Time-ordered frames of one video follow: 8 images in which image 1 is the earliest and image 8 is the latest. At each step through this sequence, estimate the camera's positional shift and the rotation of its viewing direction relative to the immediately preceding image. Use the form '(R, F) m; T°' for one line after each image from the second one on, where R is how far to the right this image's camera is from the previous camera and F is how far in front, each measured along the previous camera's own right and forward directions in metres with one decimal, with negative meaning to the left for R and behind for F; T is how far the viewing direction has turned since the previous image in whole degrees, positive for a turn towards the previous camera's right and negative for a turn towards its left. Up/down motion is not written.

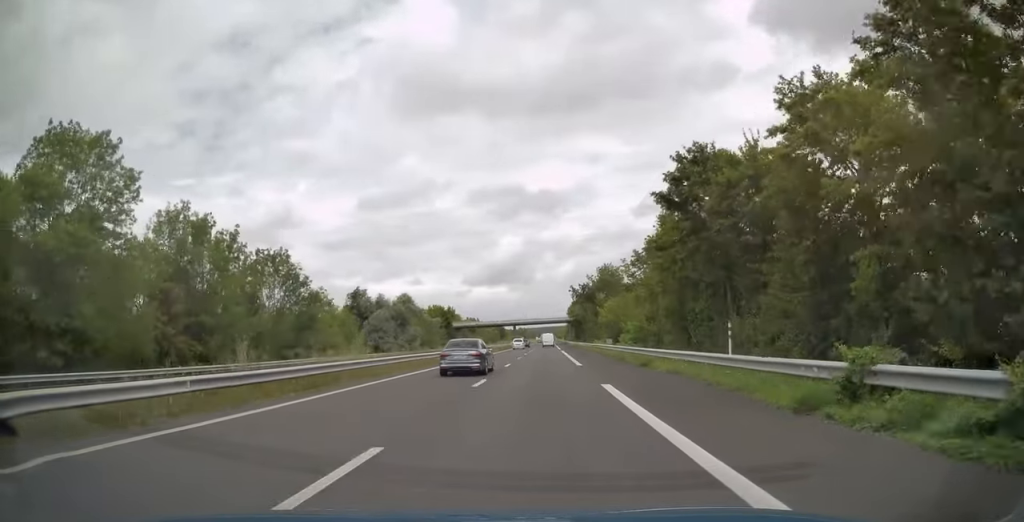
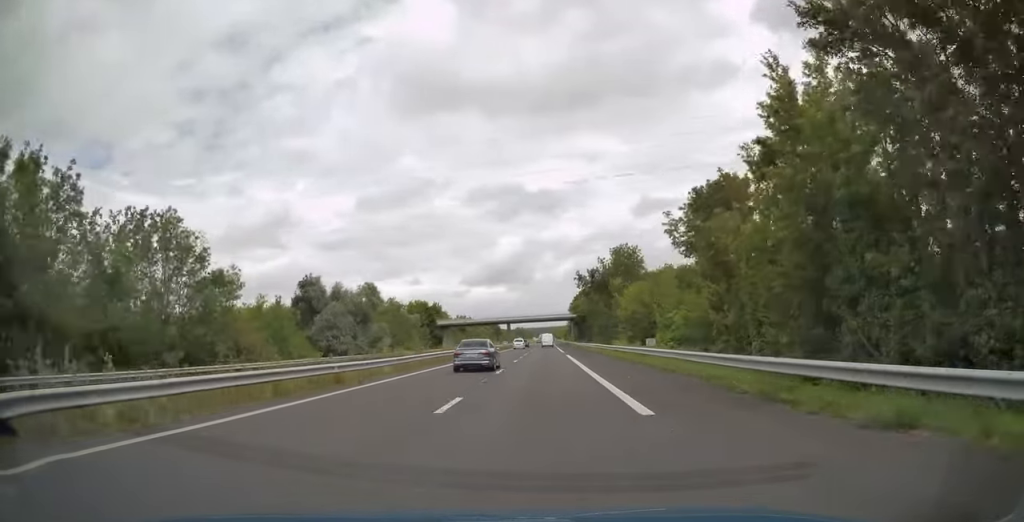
(0.0, +19.3) m; 0°
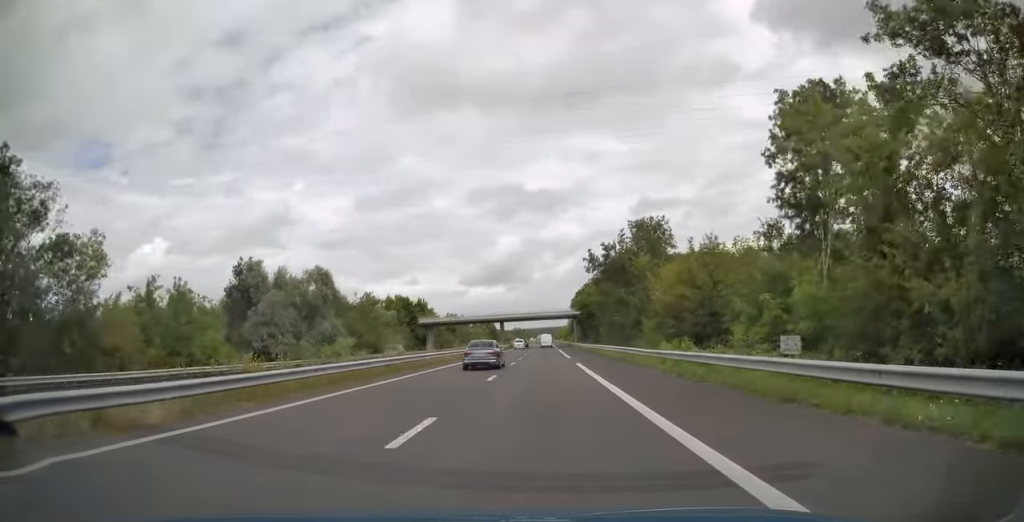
(0.0, +16.7) m; 0°
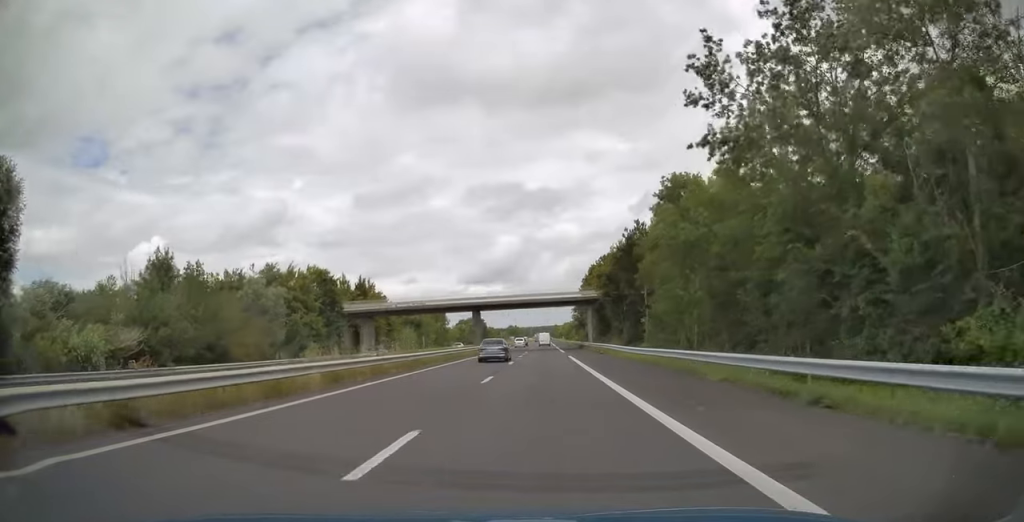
(+0.2, +40.8) m; 0°
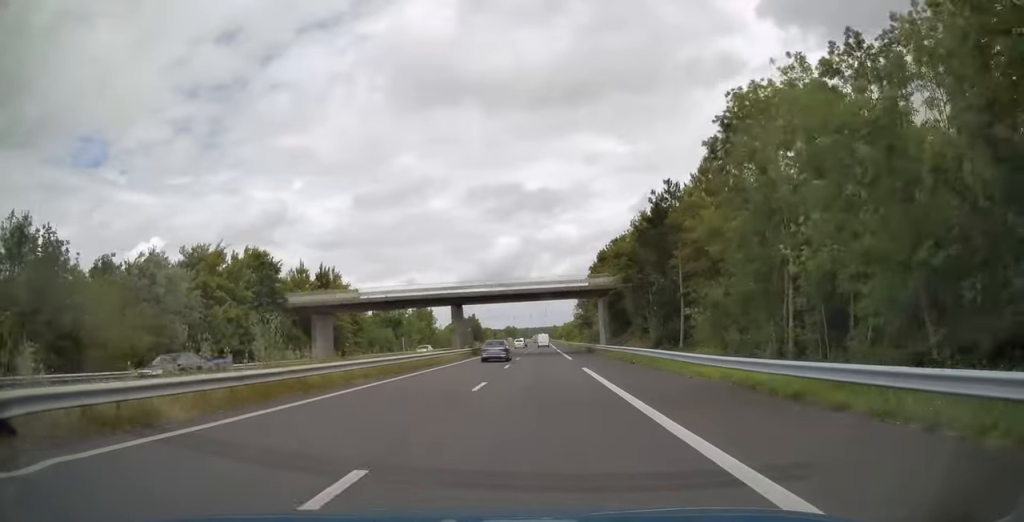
(0.0, +15.6) m; 0°
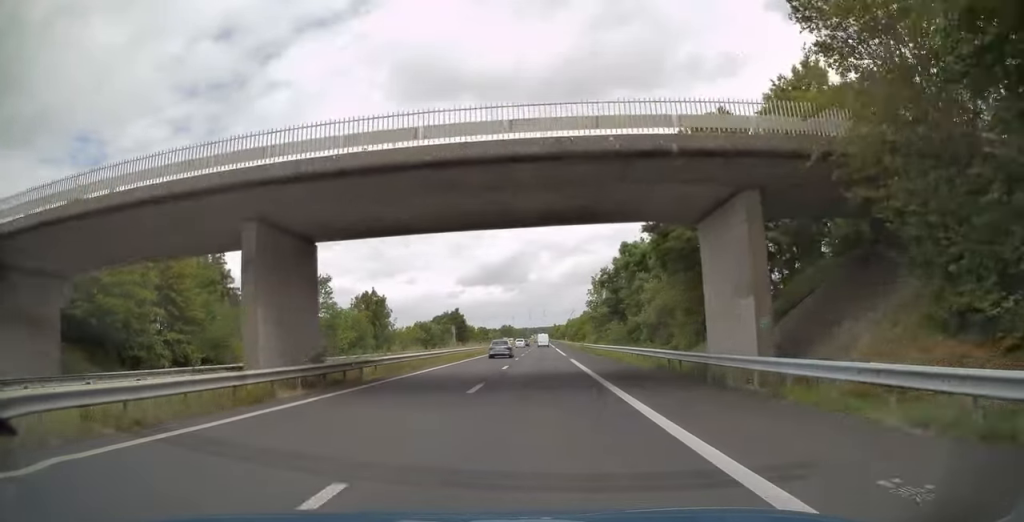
(-0.1, +39.7) m; 0°
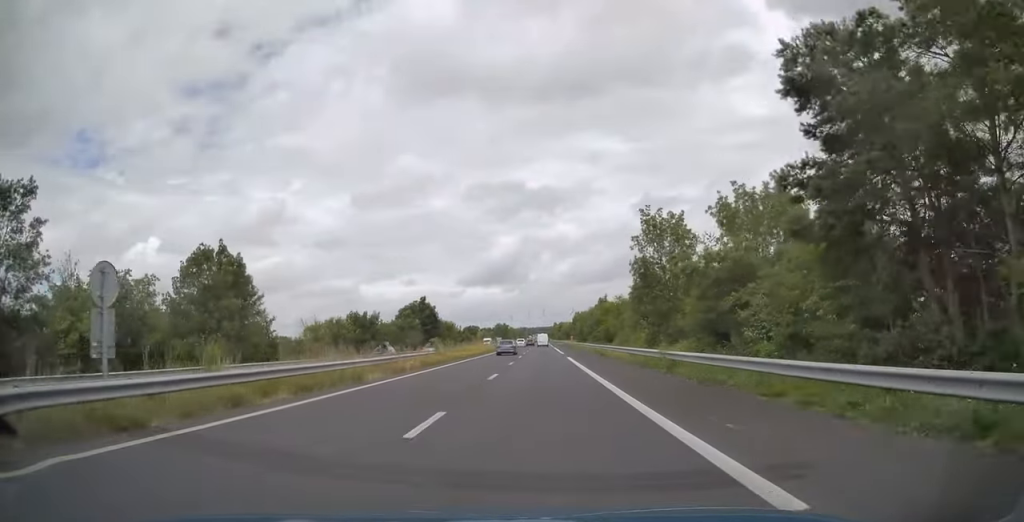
(0.0, +46.0) m; +1°
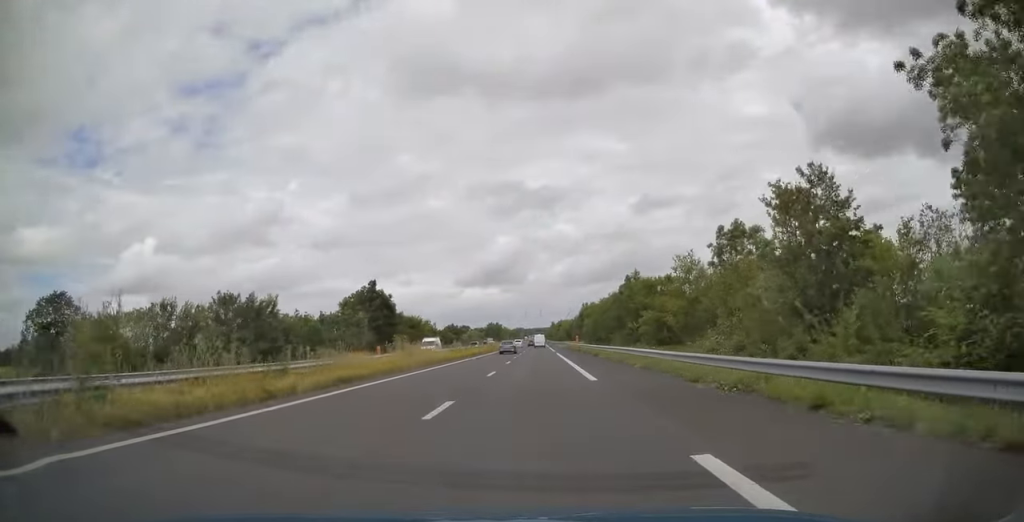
(+0.4, +36.9) m; +1°
